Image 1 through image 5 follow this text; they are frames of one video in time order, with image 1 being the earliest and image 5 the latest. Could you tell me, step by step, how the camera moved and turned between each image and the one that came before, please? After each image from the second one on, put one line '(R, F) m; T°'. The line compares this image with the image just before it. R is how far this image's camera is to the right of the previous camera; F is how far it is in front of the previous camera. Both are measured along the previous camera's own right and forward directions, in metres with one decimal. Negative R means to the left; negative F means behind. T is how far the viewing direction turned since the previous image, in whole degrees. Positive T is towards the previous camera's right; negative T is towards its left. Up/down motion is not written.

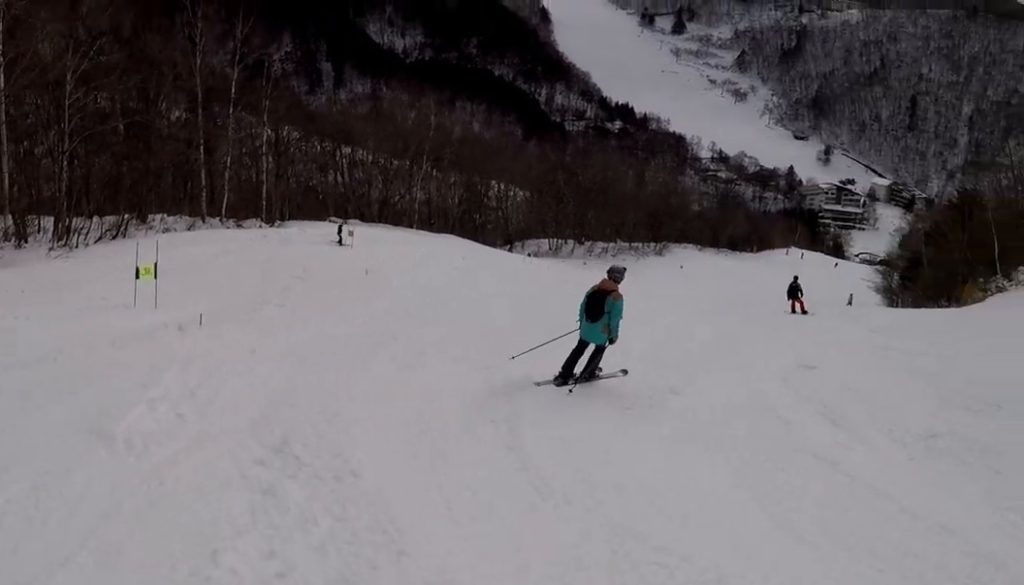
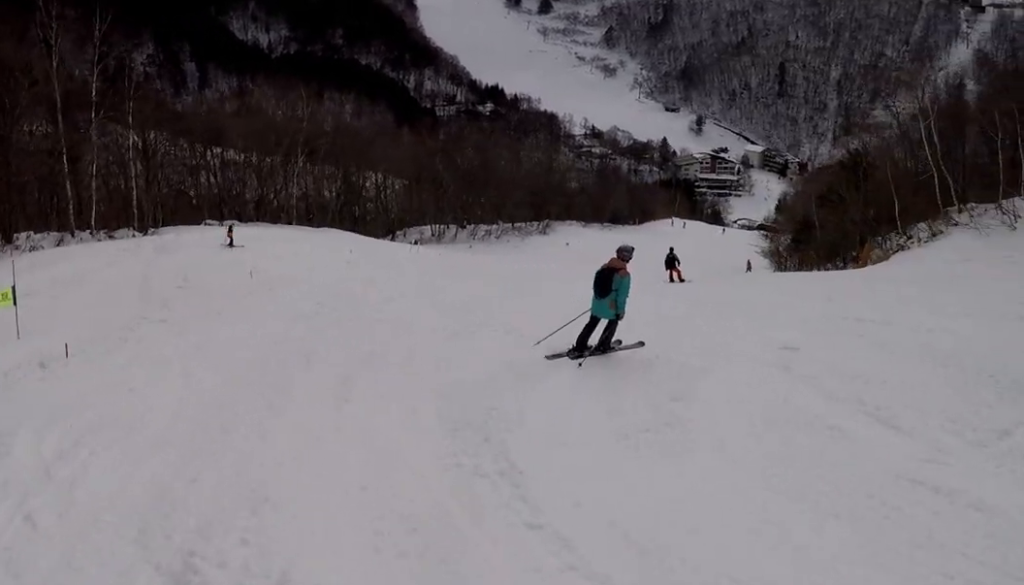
(+0.3, +1.8) m; +14°
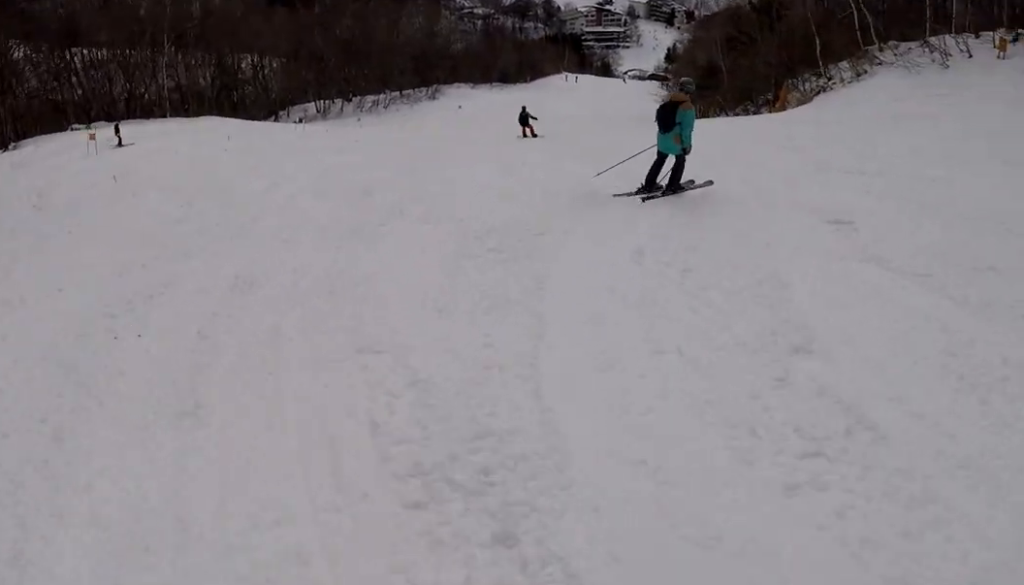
(+0.5, +3.0) m; +12°
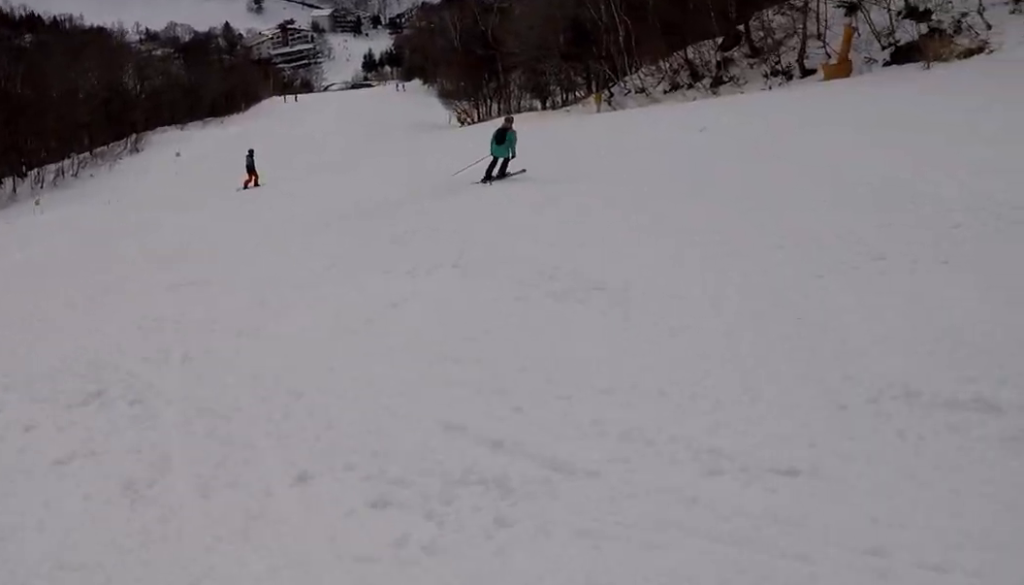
(+1.4, +27.0) m; +33°
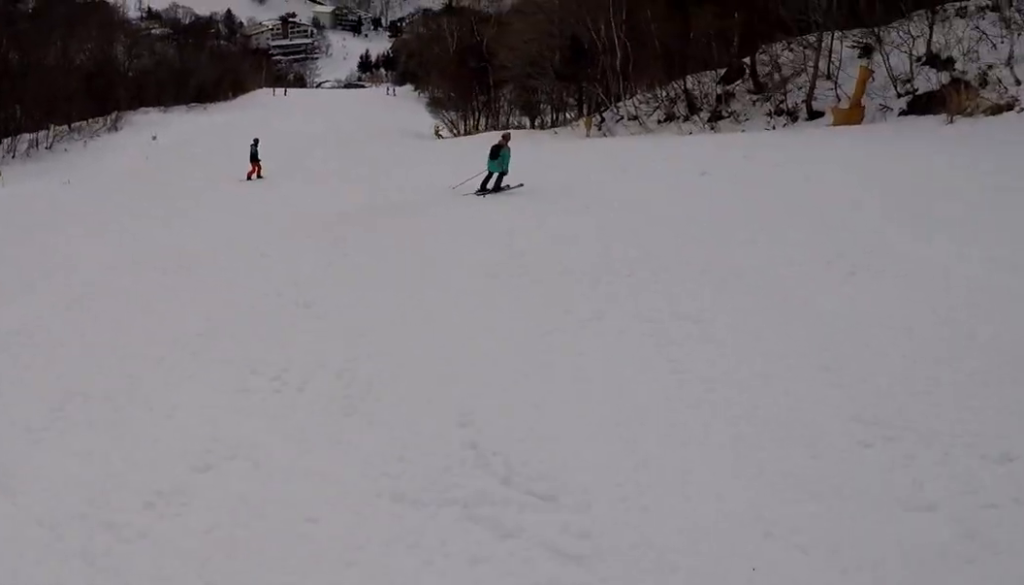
(+0.1, +2.5) m; -1°
